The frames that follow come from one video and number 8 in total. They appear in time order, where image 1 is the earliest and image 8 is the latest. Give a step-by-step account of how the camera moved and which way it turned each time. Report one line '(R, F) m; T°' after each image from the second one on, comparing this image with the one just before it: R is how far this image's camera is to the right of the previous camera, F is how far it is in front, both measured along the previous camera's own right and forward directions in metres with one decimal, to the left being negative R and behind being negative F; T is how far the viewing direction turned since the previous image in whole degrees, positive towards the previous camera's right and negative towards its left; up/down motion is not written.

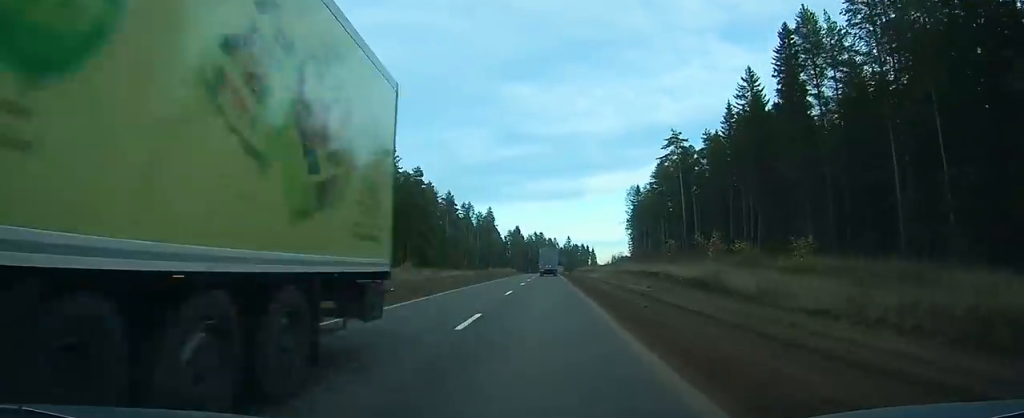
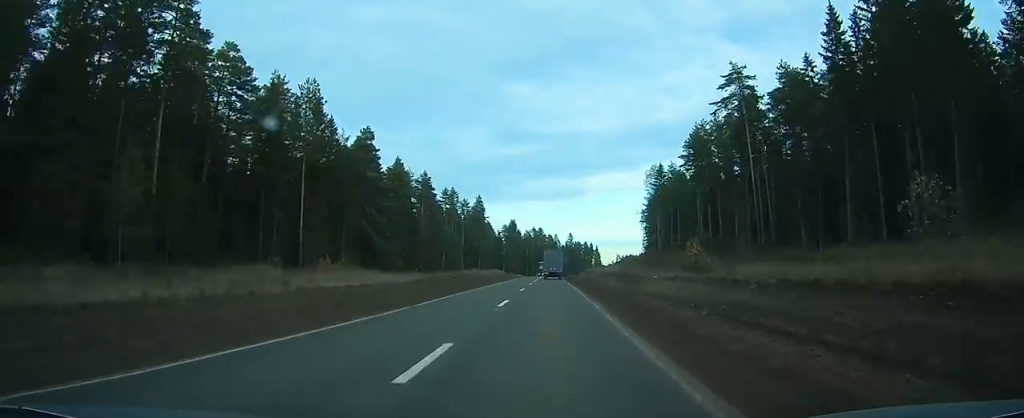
(-0.1, +41.0) m; 0°
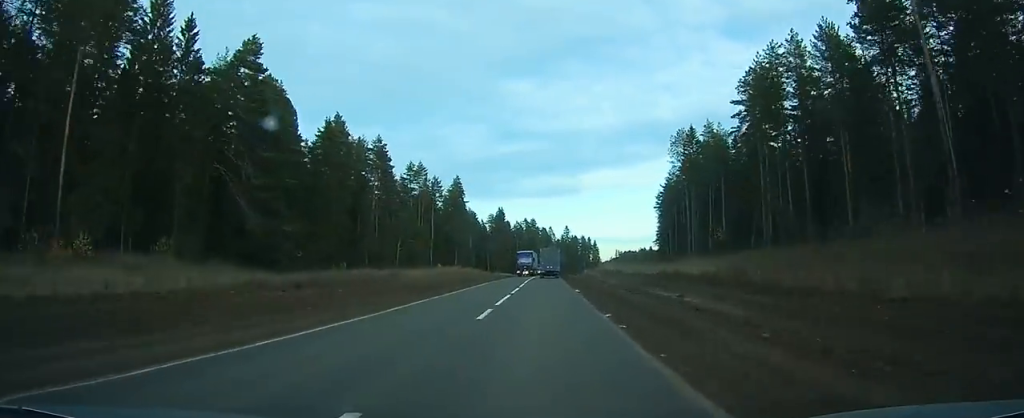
(+0.2, +40.8) m; 0°
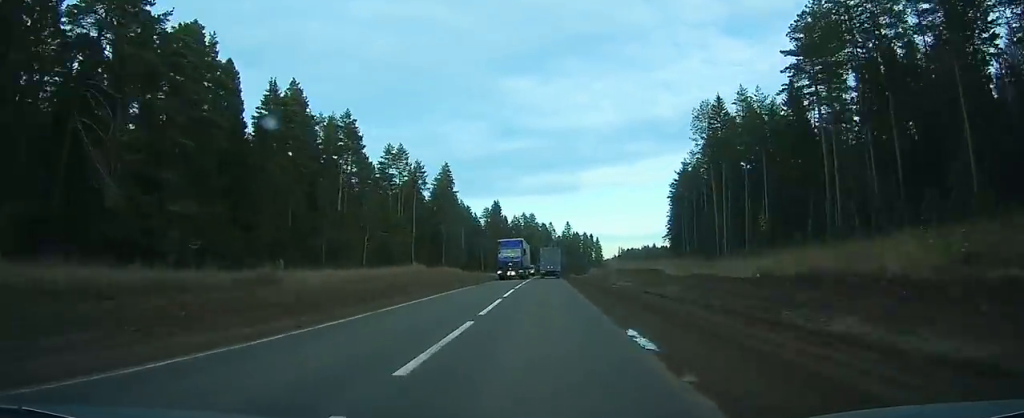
(+0.1, +20.4) m; 0°
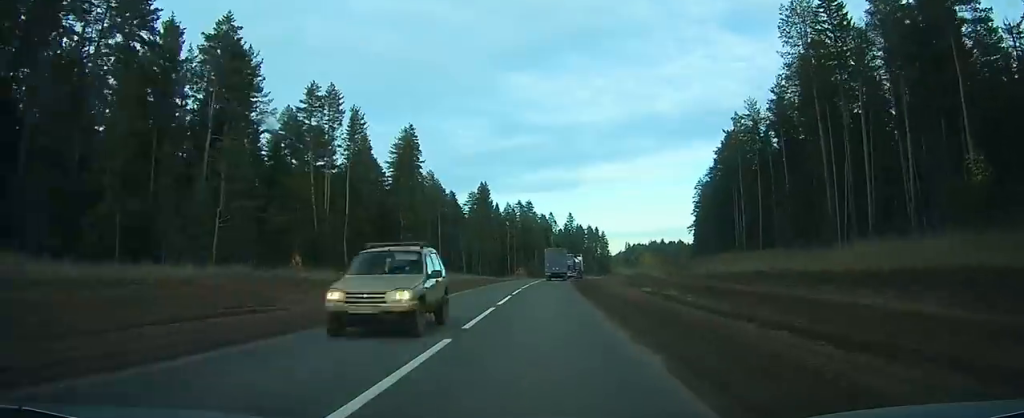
(0.0, +43.3) m; 0°
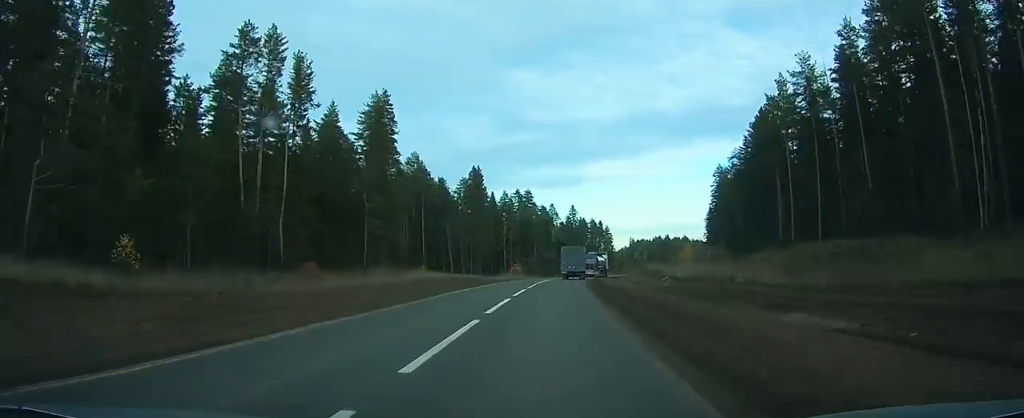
(0.0, +21.3) m; 0°
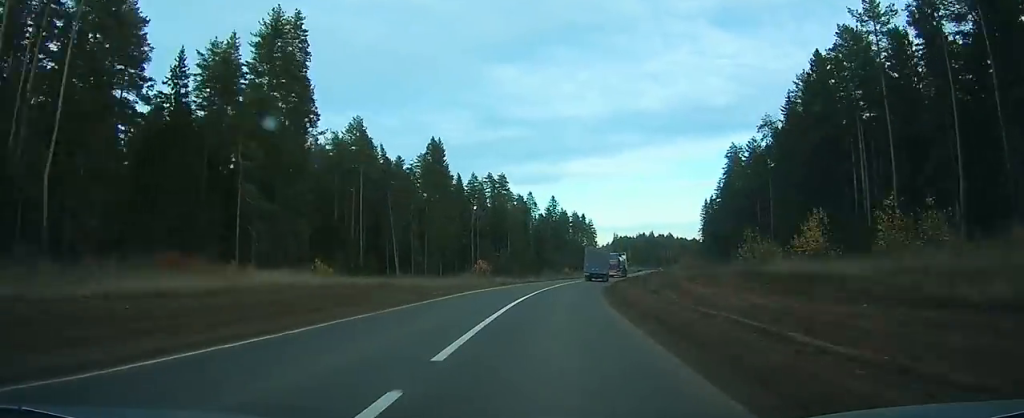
(0.0, +31.9) m; +1°
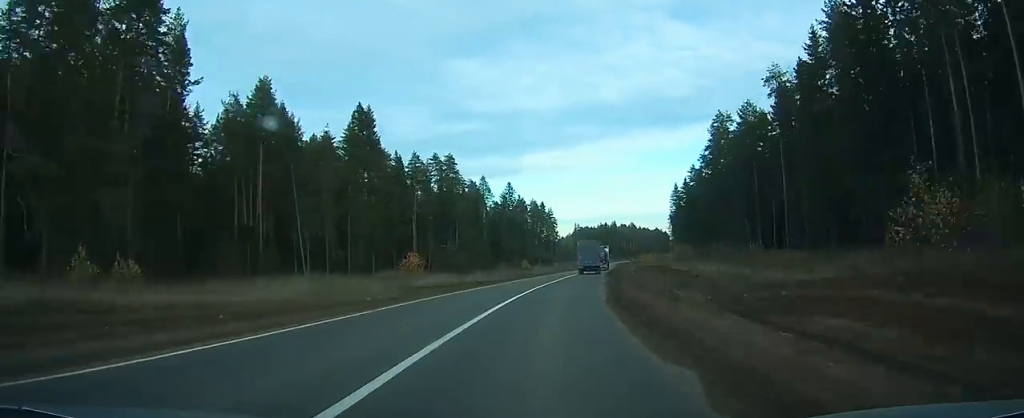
(+0.2, +24.0) m; +2°
